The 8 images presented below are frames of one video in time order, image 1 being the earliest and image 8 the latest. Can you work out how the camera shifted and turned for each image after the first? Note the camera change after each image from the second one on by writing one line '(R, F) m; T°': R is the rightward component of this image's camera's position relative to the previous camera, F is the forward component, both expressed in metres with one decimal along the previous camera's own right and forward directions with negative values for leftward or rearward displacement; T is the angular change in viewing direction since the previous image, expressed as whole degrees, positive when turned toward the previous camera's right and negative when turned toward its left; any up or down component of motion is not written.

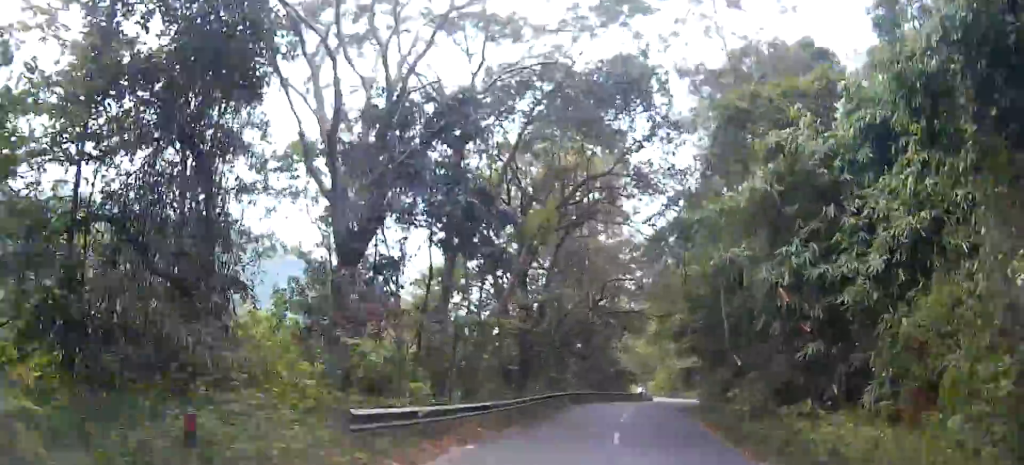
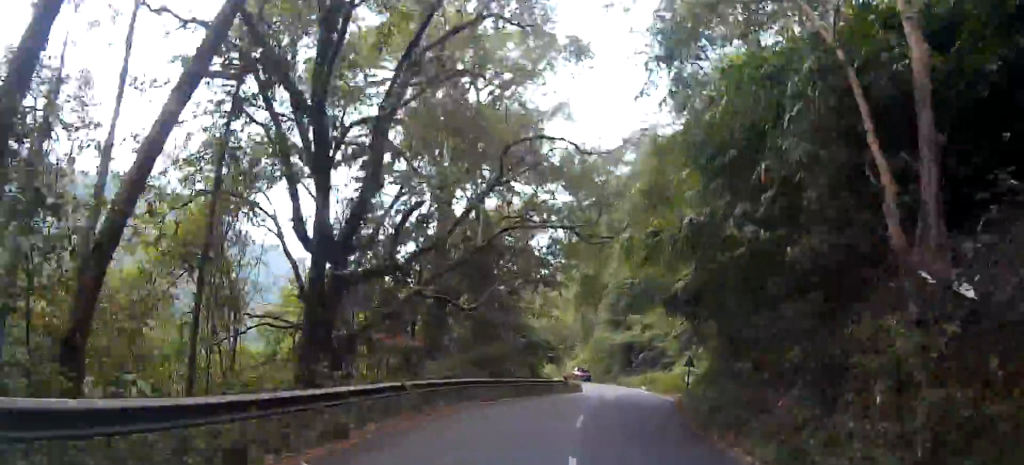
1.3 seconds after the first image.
(+0.4, +22.9) m; +2°
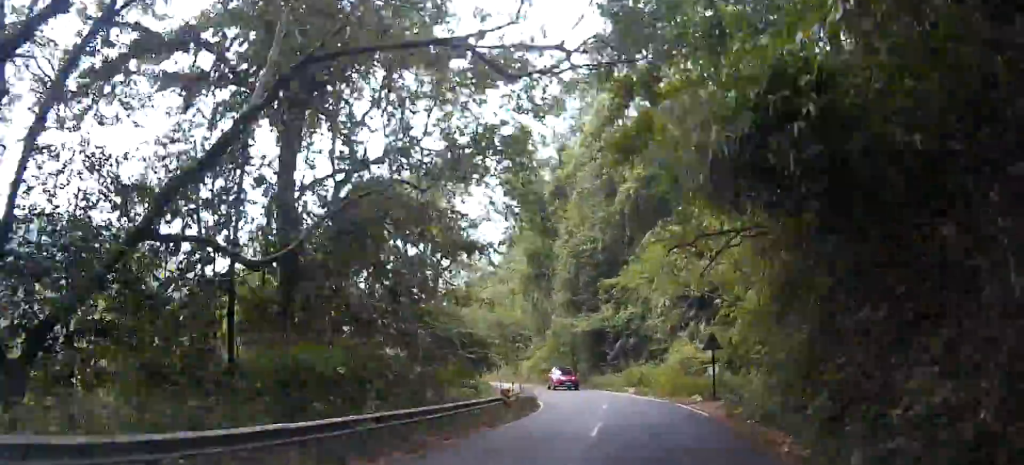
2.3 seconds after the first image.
(+0.2, +16.5) m; -1°
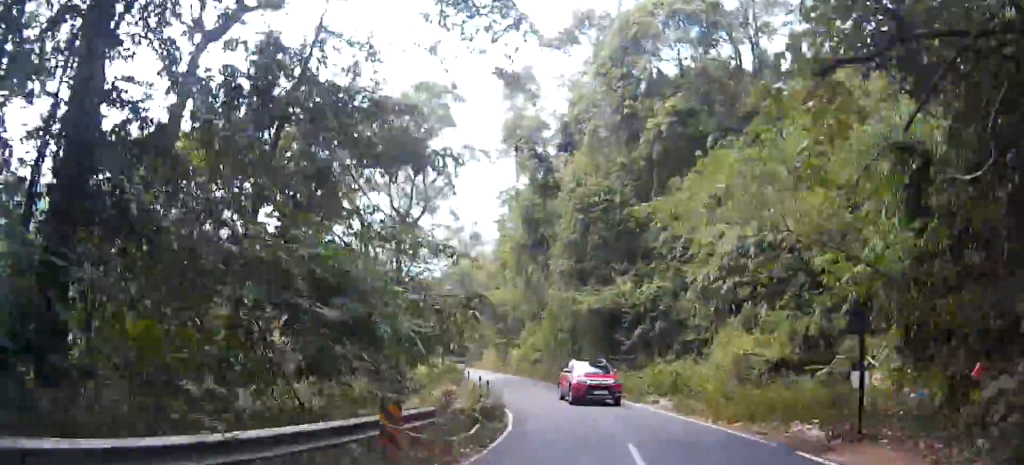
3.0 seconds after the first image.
(0.0, +13.0) m; -2°
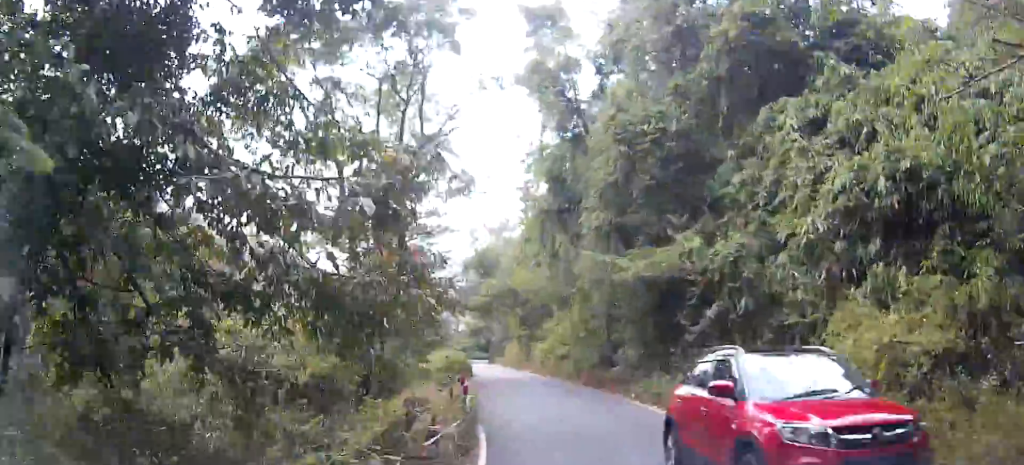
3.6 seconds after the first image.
(-0.5, +10.0) m; -2°
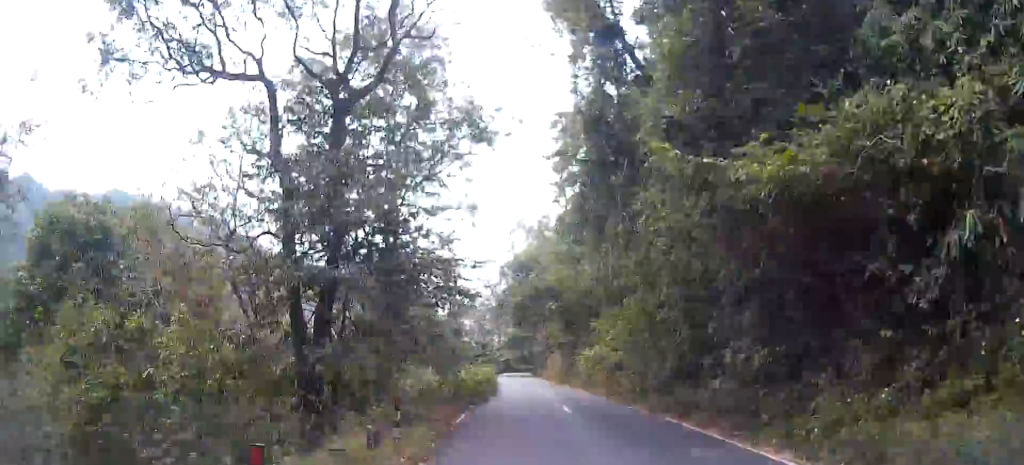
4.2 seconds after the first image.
(0.0, +12.0) m; -1°
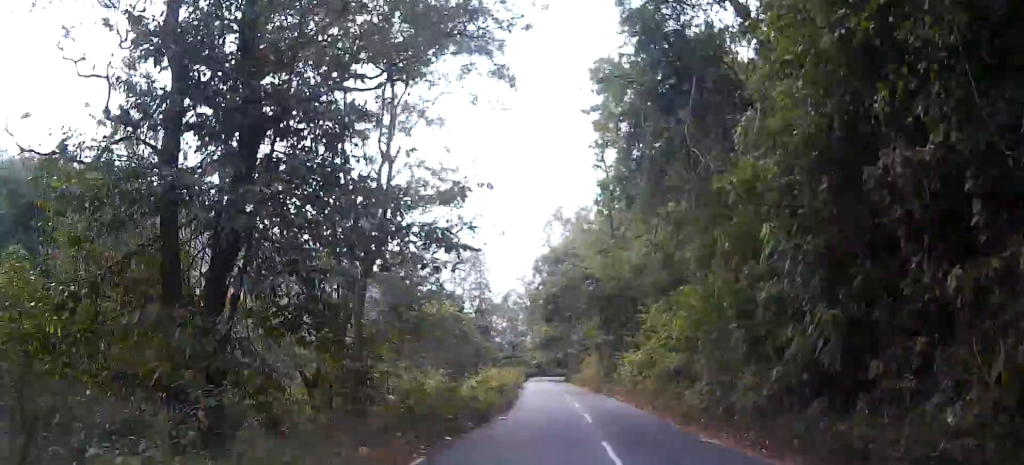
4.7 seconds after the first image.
(+0.2, +9.0) m; -1°
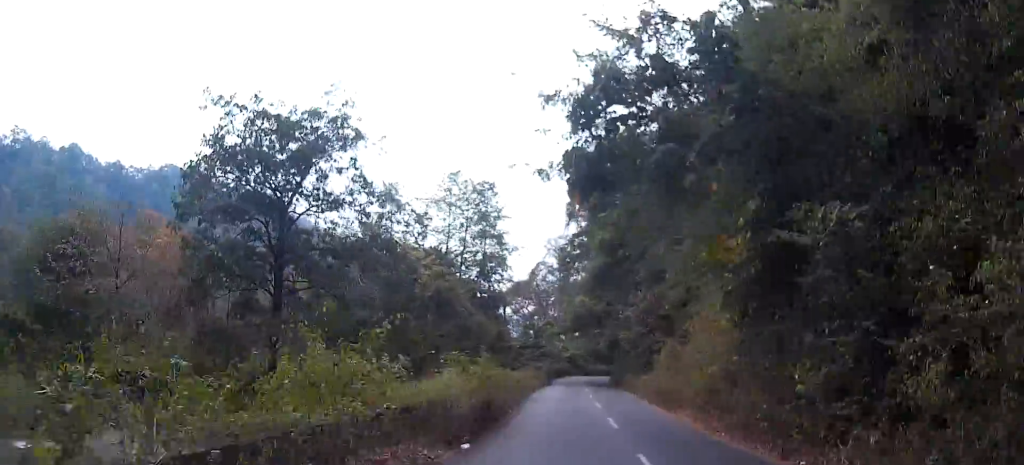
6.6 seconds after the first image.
(-0.6, +34.6) m; -1°
